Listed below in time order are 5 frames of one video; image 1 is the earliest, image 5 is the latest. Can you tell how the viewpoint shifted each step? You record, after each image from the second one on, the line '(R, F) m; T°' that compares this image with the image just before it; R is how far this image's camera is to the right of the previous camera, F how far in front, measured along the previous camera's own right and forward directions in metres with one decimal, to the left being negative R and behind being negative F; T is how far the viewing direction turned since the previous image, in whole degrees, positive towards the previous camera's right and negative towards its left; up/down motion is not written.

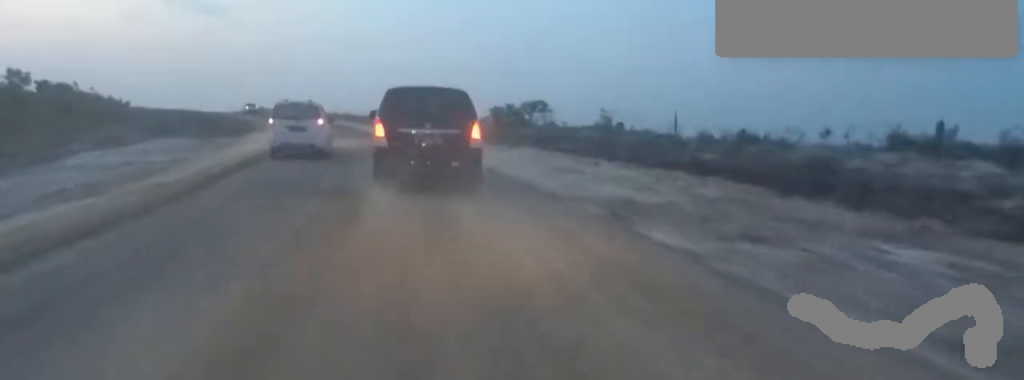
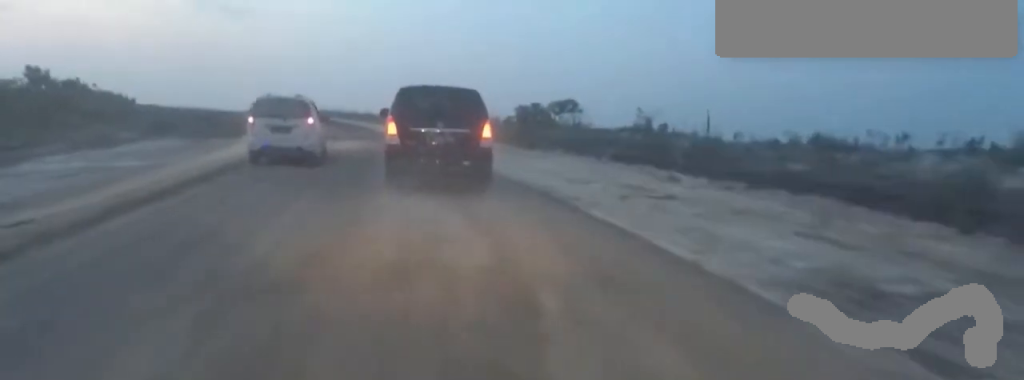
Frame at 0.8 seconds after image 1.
(-0.6, +5.5) m; +1°
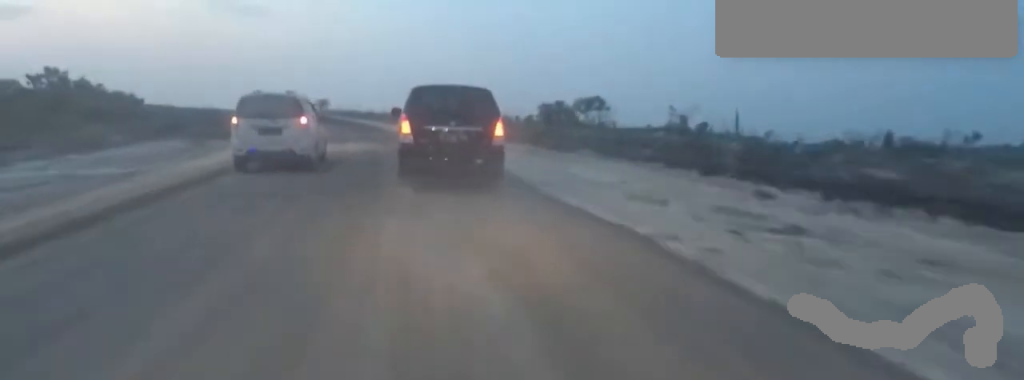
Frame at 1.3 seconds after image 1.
(+0.5, +3.9) m; -1°
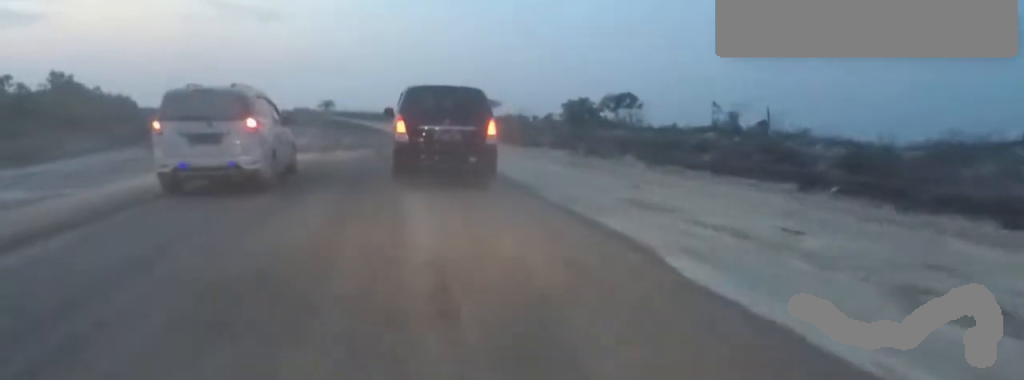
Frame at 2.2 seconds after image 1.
(-0.1, +6.6) m; -5°
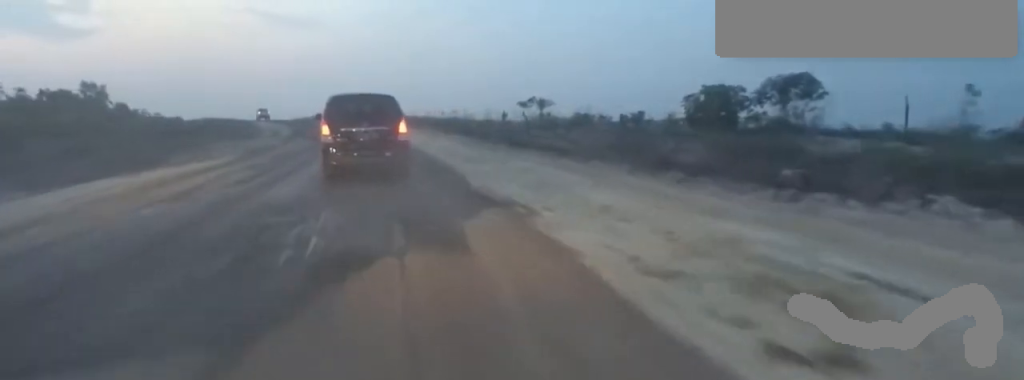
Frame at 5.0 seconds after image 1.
(-0.7, +20.5) m; -1°
